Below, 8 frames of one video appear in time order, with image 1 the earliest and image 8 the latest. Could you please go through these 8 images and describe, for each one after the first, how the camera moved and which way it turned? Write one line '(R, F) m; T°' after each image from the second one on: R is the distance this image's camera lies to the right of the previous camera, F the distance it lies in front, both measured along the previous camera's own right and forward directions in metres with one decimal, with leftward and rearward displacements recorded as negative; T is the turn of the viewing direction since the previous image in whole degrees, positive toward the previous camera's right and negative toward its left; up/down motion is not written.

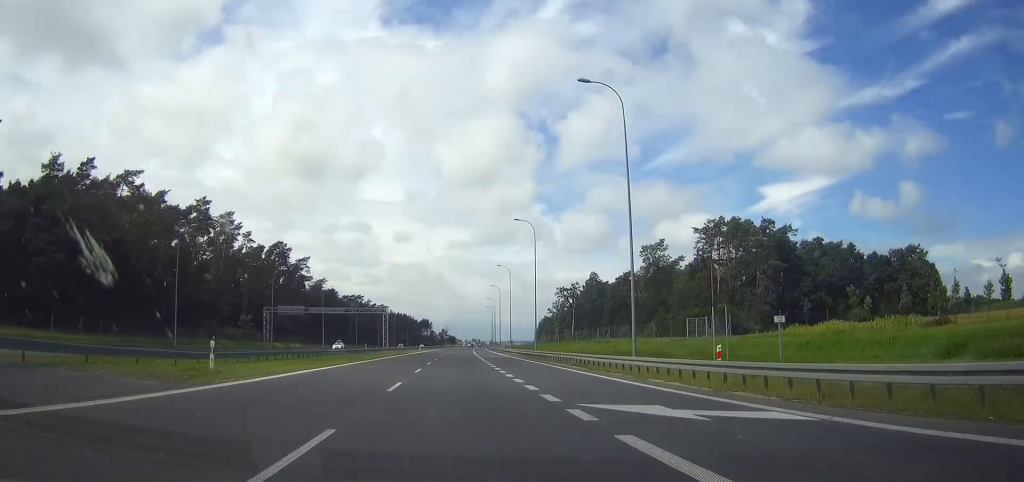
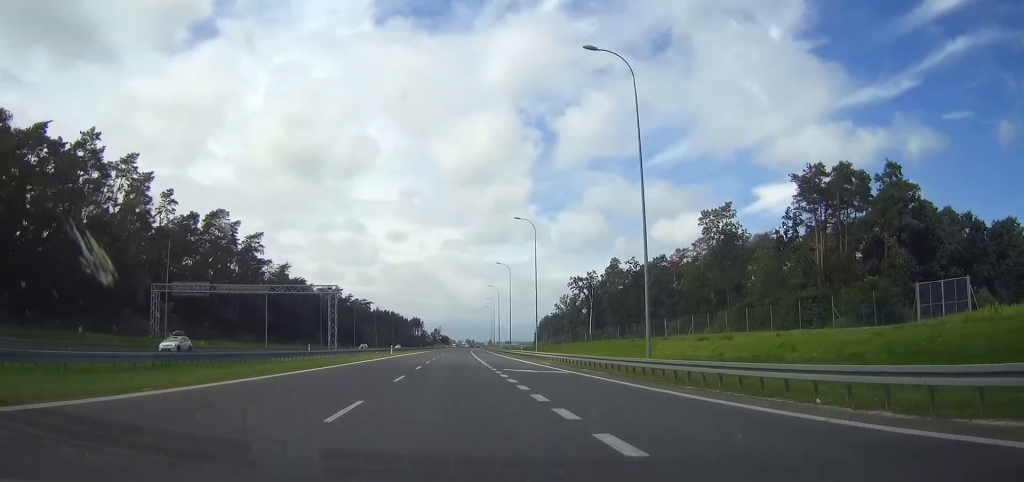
(+0.1, +42.9) m; 0°
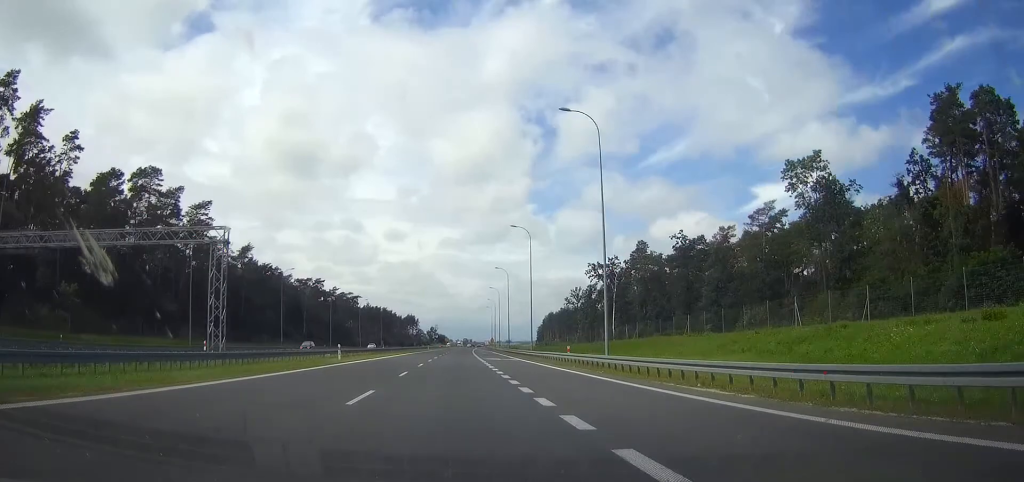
(+0.1, +32.9) m; 0°
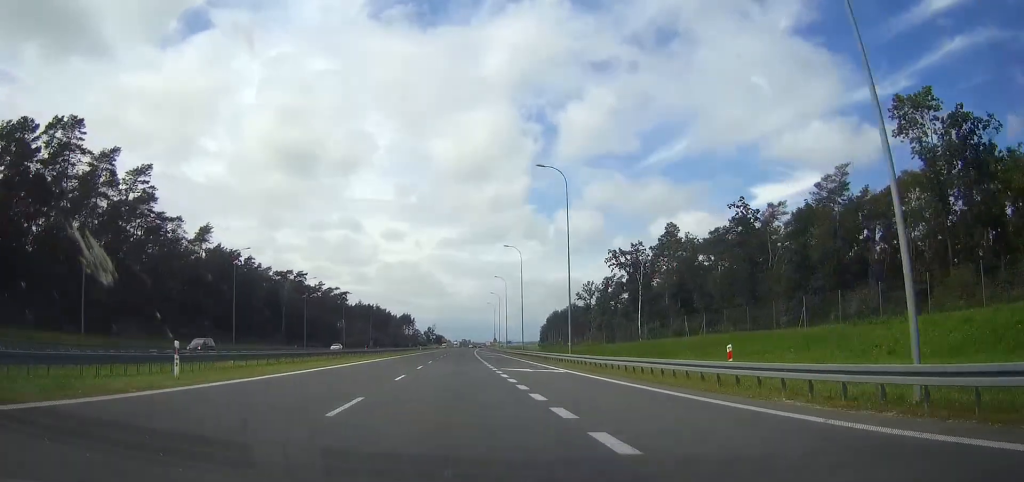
(-0.1, +25.8) m; +1°
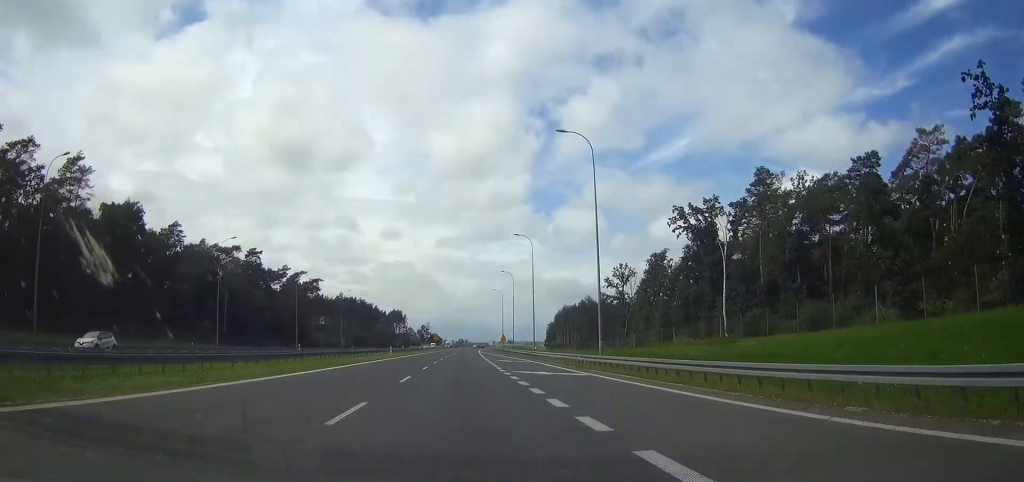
(+0.8, +48.8) m; +1°
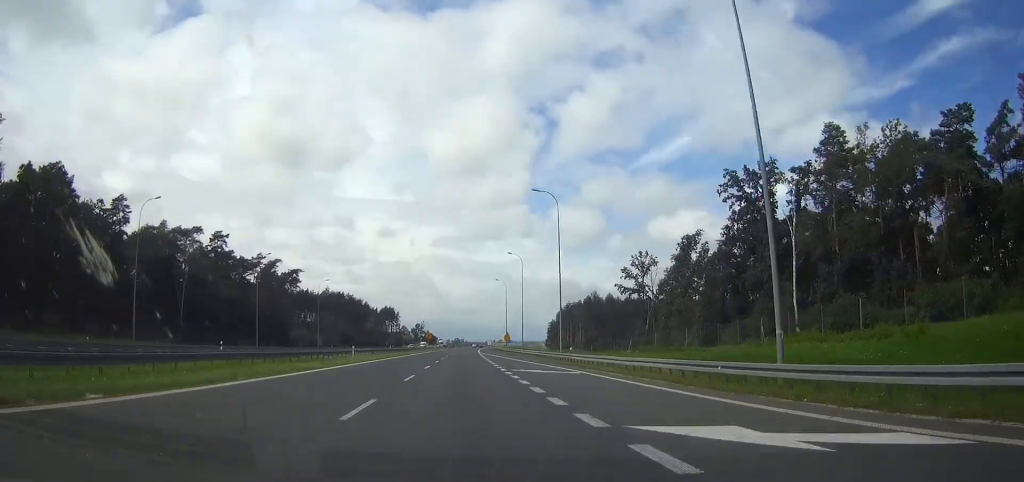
(0.0, +23.1) m; 0°
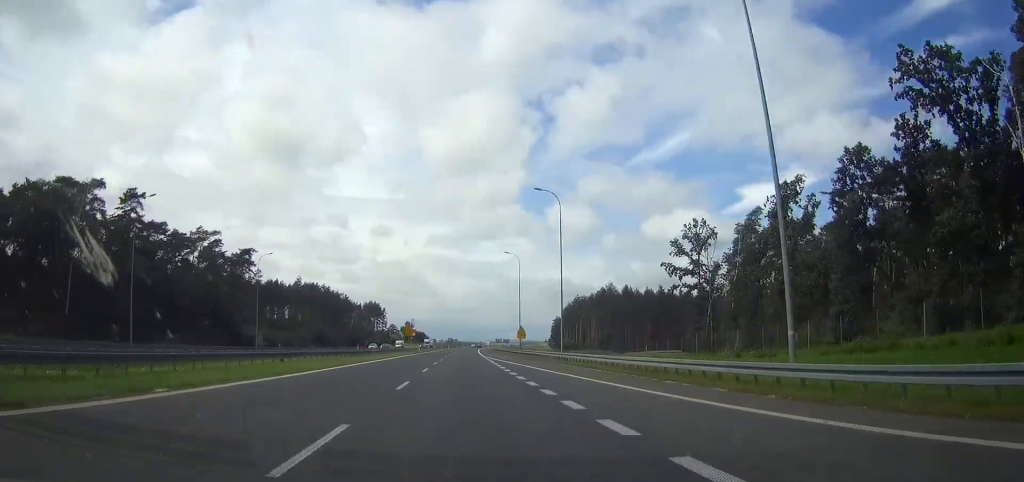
(0.0, +40.4) m; 0°
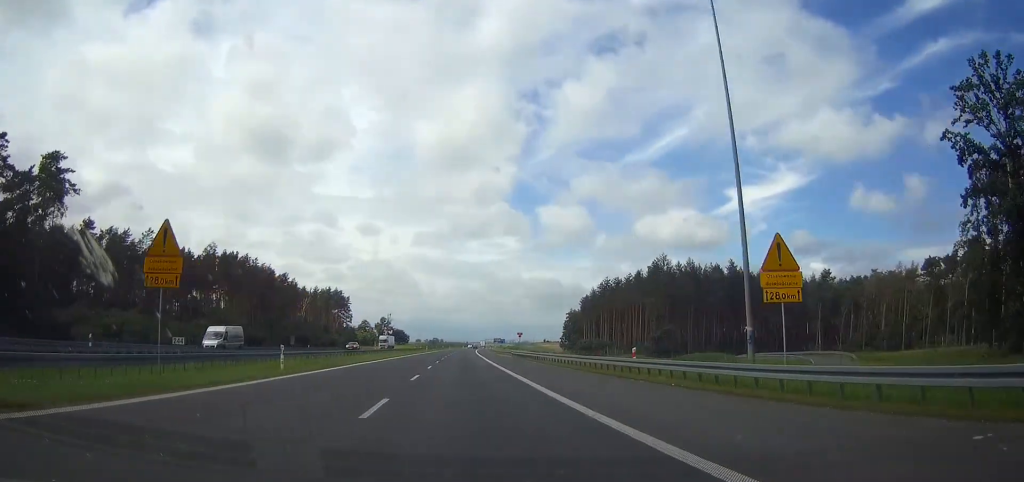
(0.0, +78.3) m; 0°
